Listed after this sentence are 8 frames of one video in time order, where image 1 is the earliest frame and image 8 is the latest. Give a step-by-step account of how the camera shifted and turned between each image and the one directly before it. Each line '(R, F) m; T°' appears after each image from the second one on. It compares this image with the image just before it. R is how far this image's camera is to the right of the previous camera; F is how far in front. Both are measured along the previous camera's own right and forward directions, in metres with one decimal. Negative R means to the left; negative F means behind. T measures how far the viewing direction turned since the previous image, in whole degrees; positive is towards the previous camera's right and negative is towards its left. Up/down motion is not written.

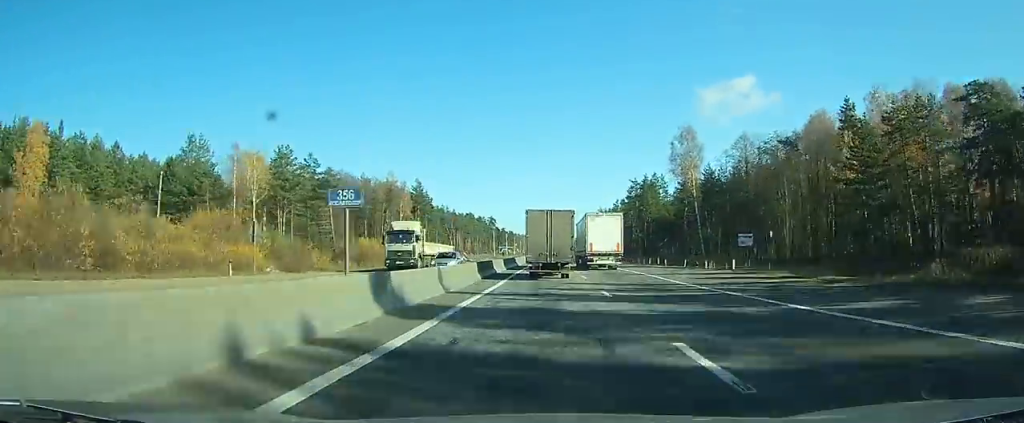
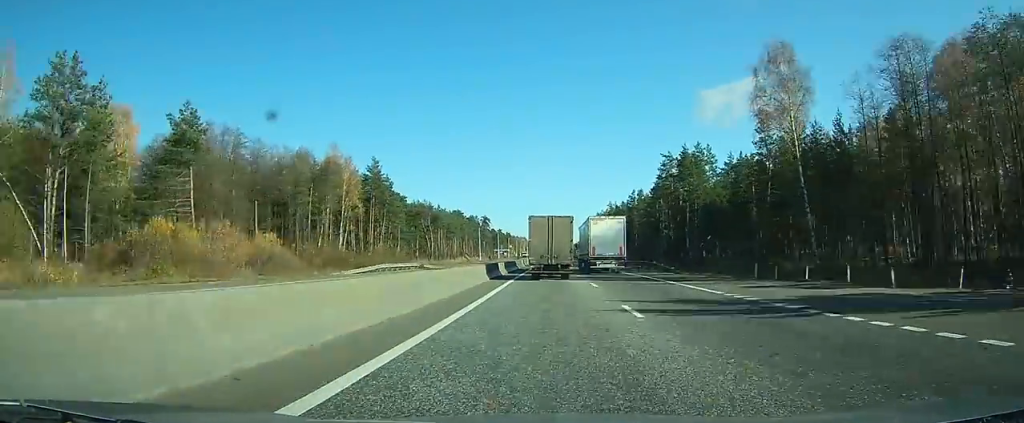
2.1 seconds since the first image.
(-0.1, +40.3) m; 0°
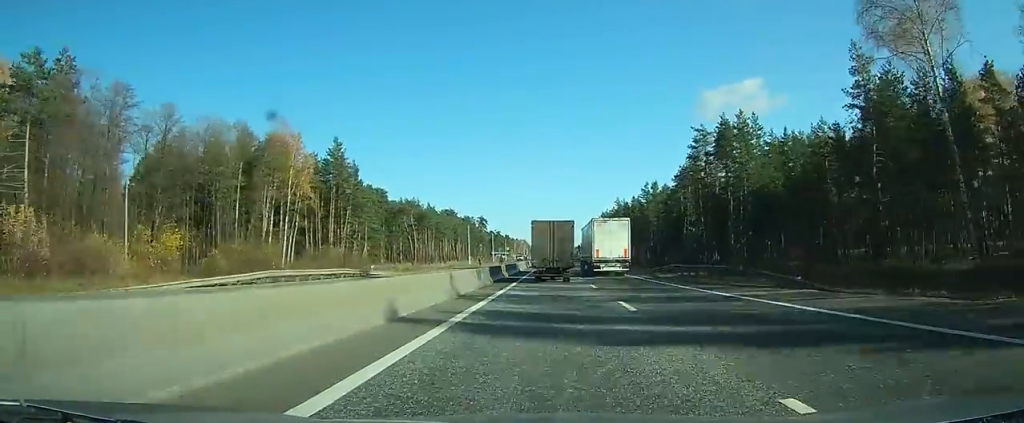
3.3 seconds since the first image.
(0.0, +22.3) m; 0°
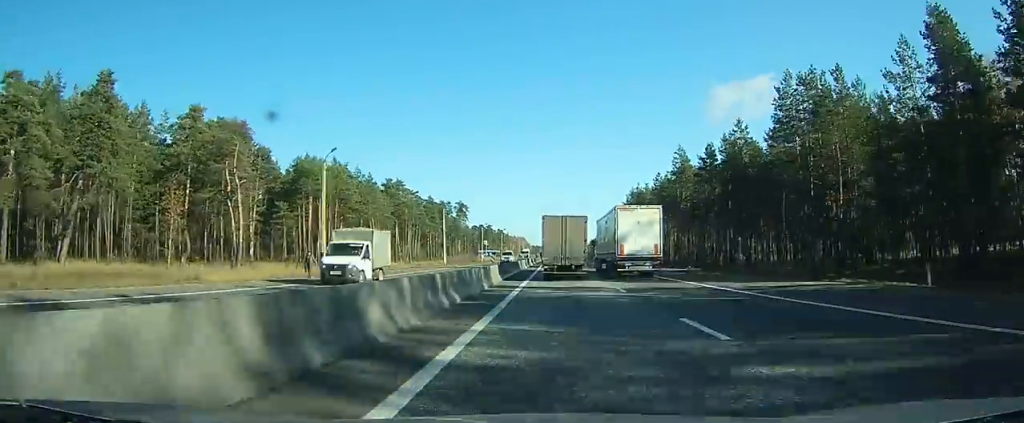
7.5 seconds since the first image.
(-0.2, +92.1) m; 0°
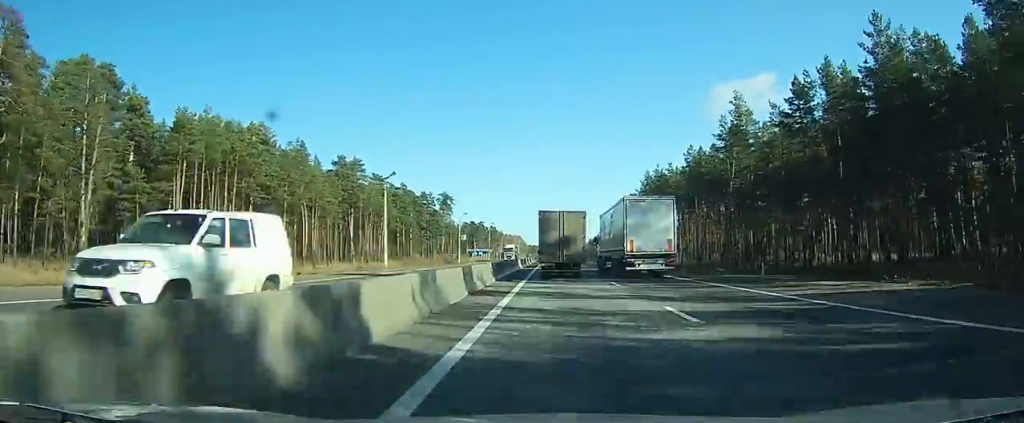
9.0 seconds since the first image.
(+0.1, +34.4) m; 0°
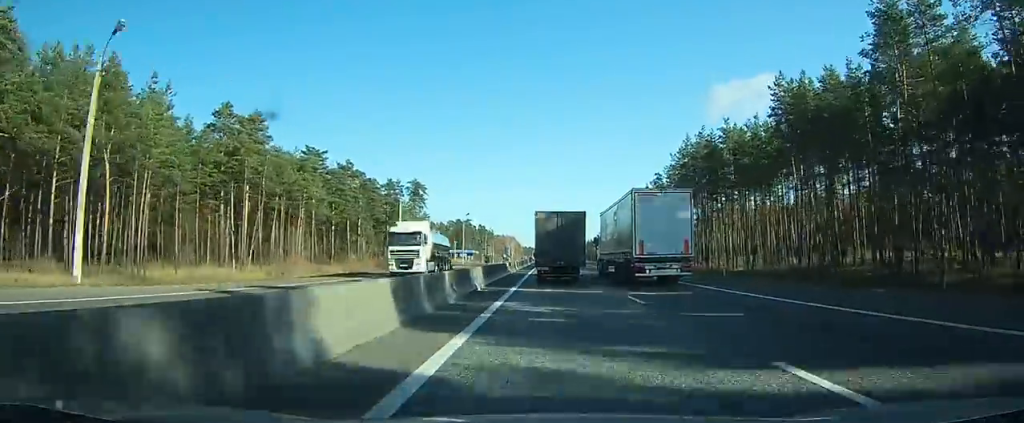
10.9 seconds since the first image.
(+0.1, +42.6) m; 0°
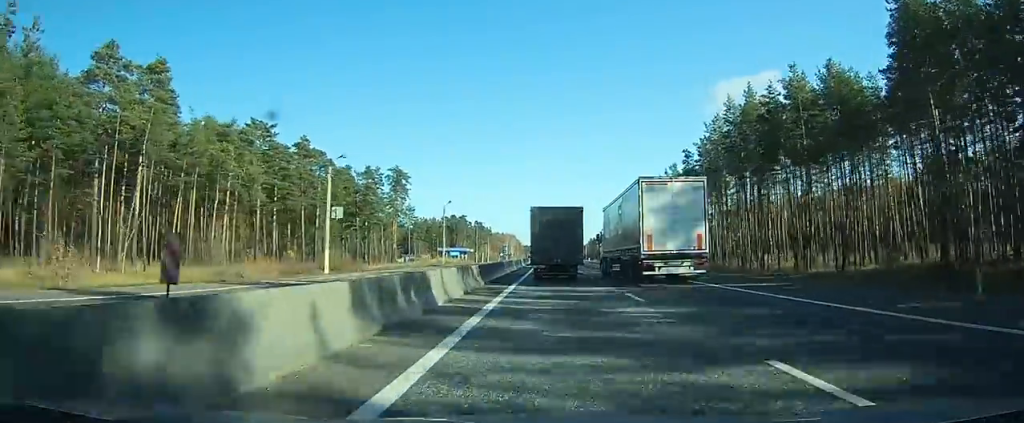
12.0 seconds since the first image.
(0.0, +23.2) m; 0°
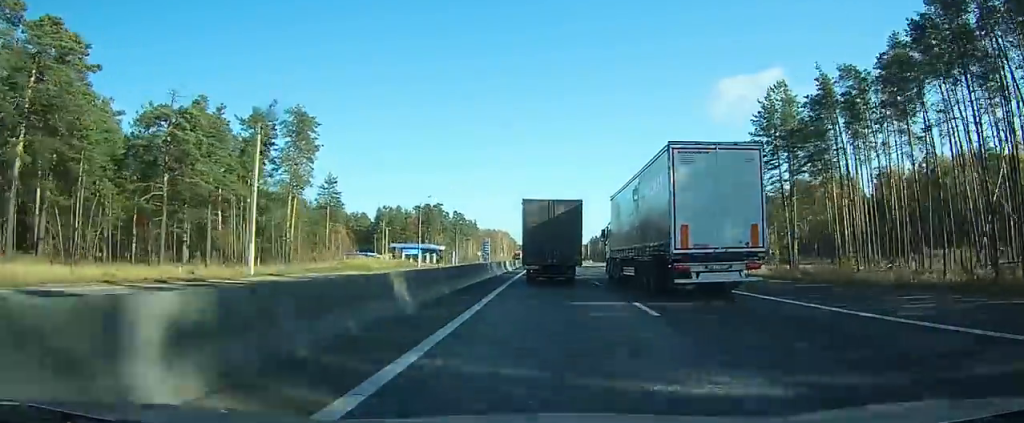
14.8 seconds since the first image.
(+0.3, +63.0) m; 0°
